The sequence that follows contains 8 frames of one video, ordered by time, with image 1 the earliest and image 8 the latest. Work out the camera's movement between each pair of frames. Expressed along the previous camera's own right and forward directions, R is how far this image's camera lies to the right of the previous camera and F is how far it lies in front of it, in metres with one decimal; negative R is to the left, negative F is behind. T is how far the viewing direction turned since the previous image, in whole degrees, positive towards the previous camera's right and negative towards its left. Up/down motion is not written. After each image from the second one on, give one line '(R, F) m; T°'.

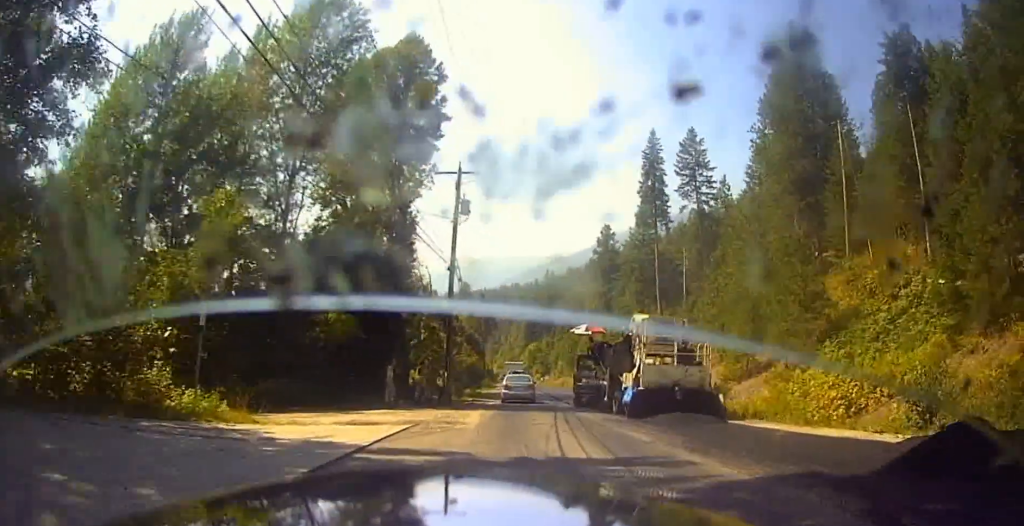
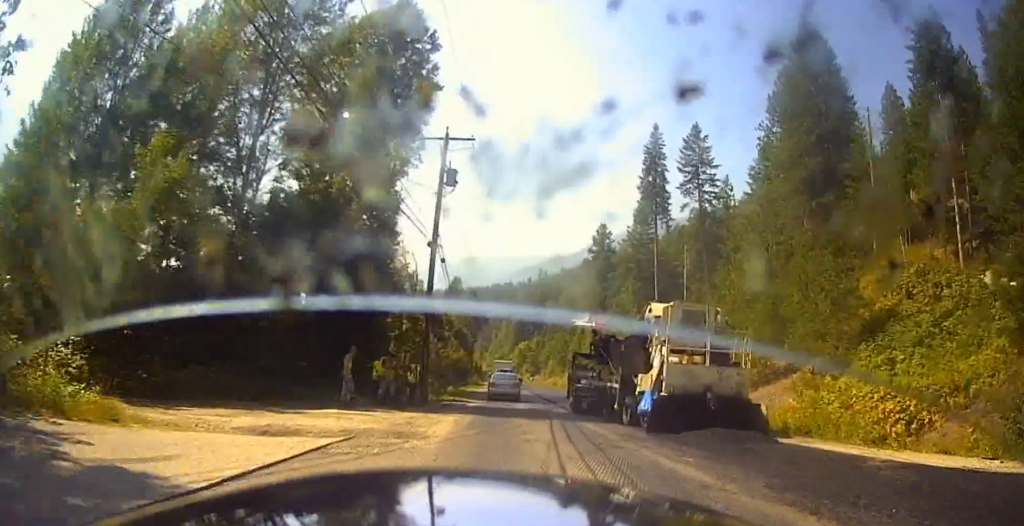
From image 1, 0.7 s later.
(-0.1, +5.2) m; -2°
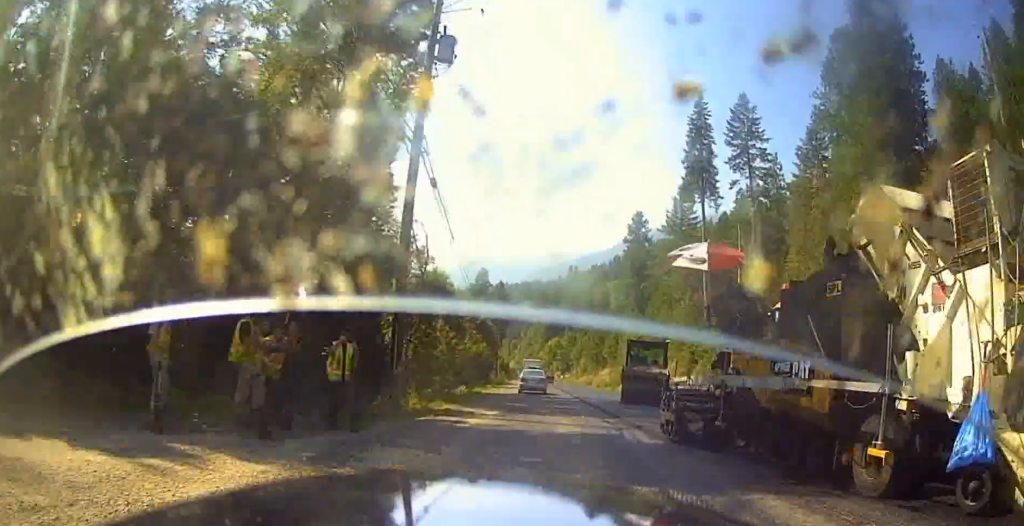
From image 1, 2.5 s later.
(-0.2, +12.9) m; -1°
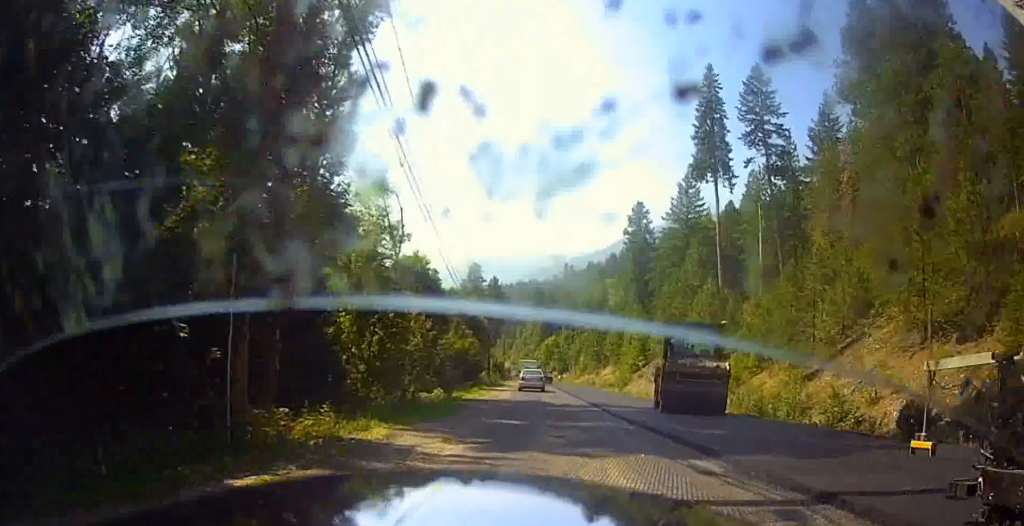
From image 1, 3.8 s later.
(0.0, +10.2) m; -1°
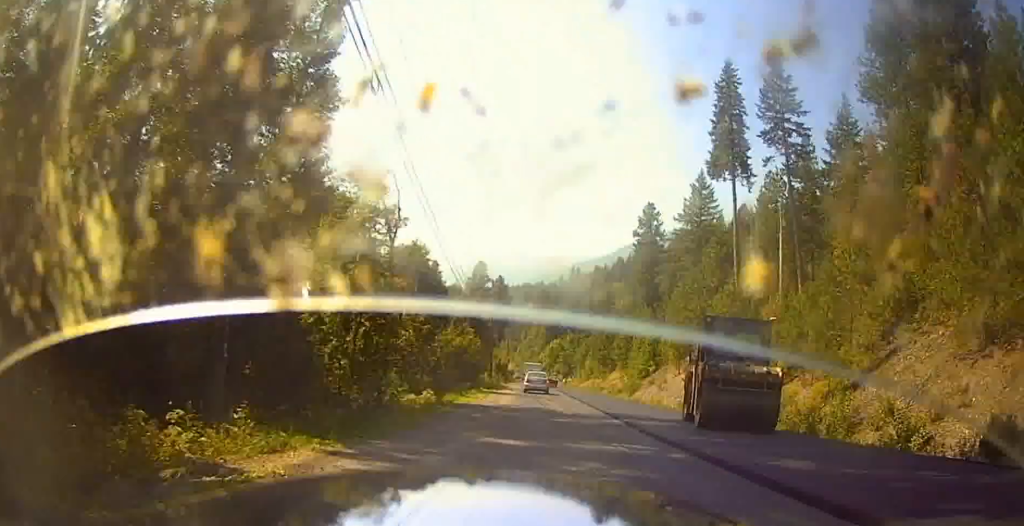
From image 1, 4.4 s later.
(0.0, +4.5) m; -1°
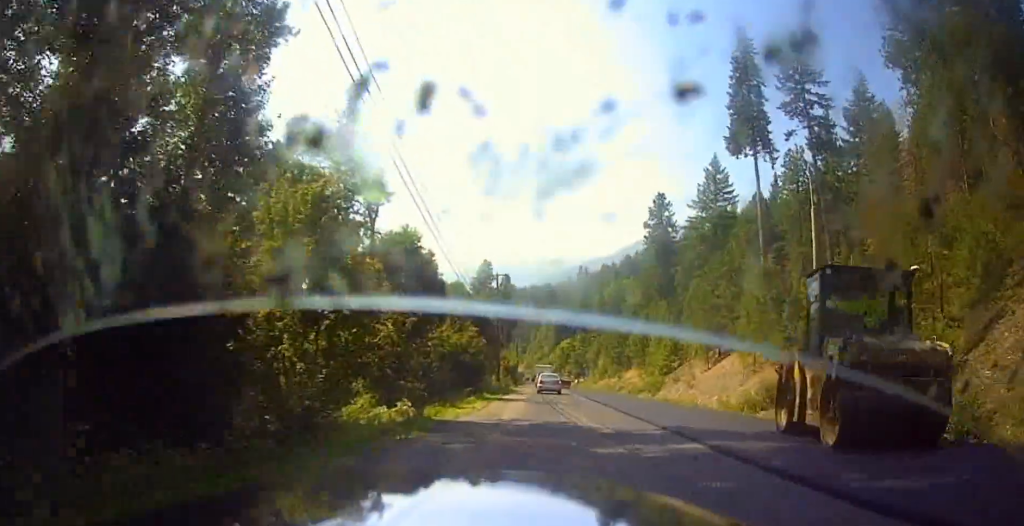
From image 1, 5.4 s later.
(-0.2, +7.9) m; -1°
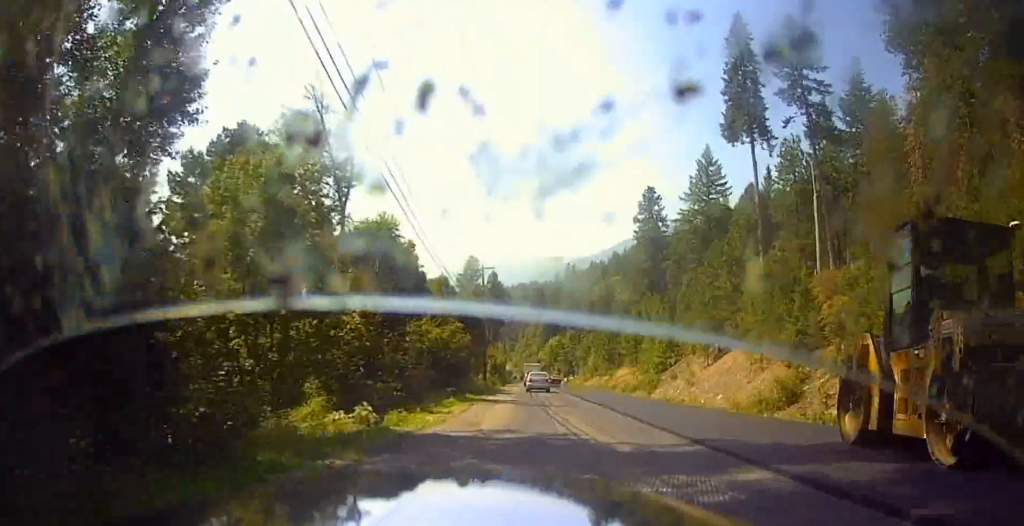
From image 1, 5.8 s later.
(0.0, +3.9) m; +1°
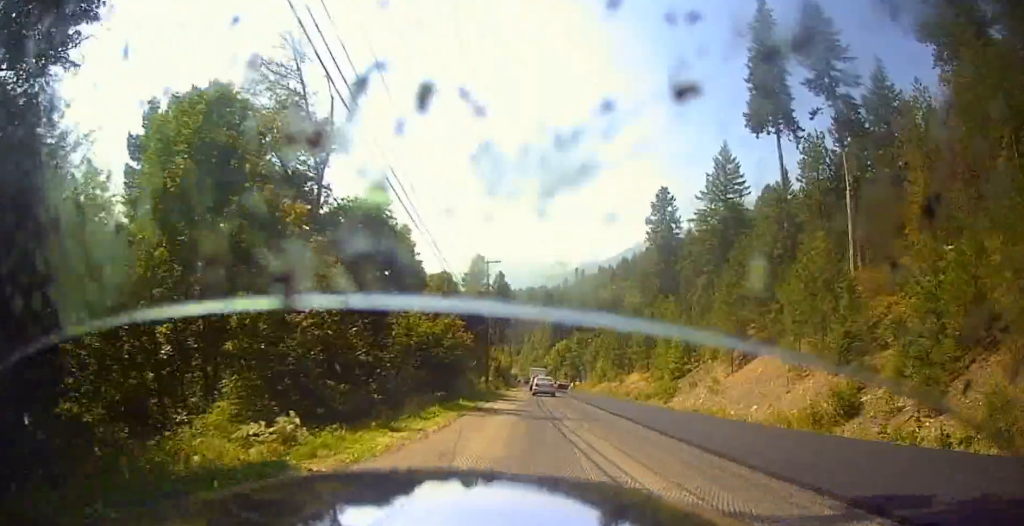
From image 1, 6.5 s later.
(+0.1, +6.0) m; +1°
